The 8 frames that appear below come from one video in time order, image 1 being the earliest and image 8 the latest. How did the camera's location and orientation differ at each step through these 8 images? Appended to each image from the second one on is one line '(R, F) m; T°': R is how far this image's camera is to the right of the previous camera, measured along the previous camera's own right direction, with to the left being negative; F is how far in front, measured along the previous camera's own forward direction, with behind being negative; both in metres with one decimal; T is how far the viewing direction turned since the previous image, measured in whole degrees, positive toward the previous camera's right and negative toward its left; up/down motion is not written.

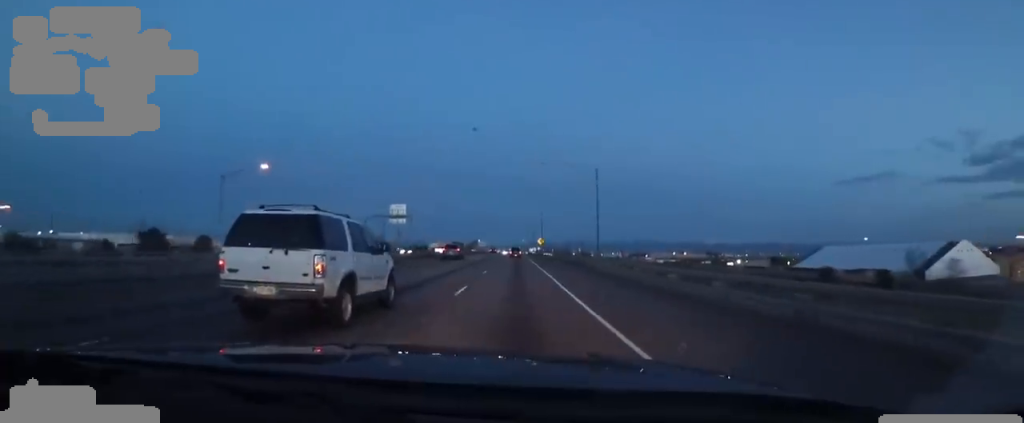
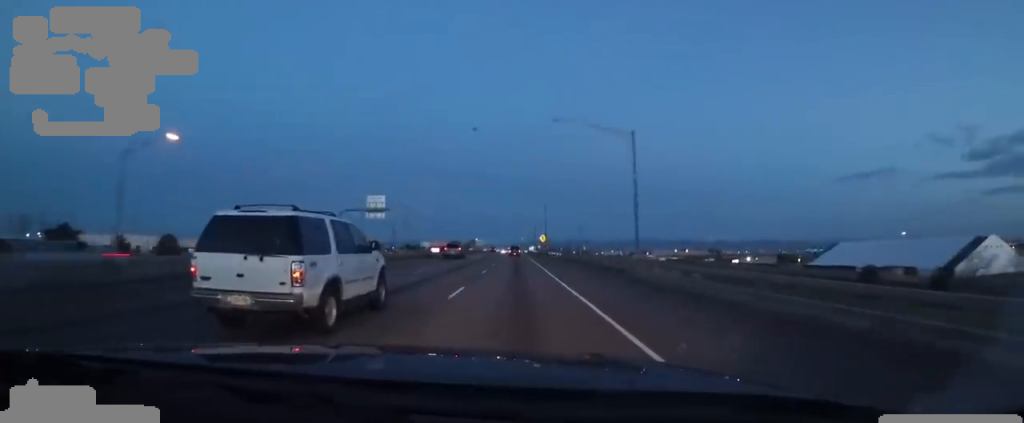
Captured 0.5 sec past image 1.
(0.0, +13.1) m; 0°
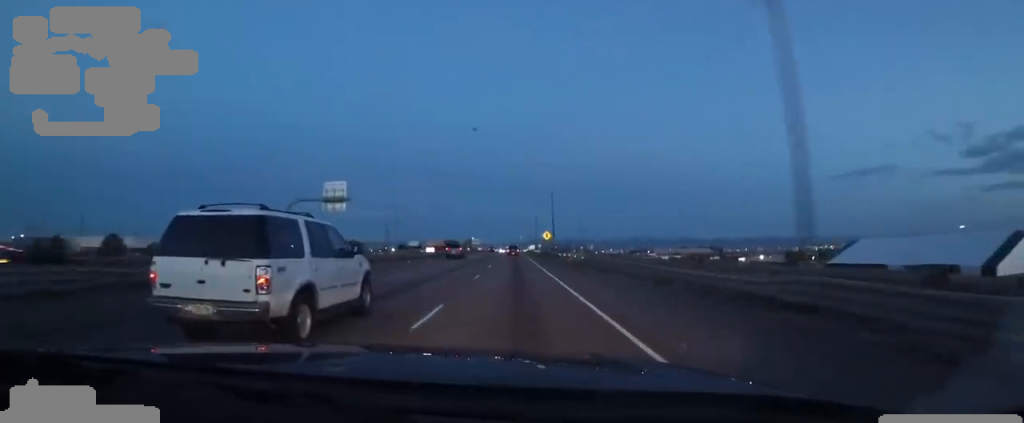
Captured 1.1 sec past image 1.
(0.0, +16.4) m; 0°
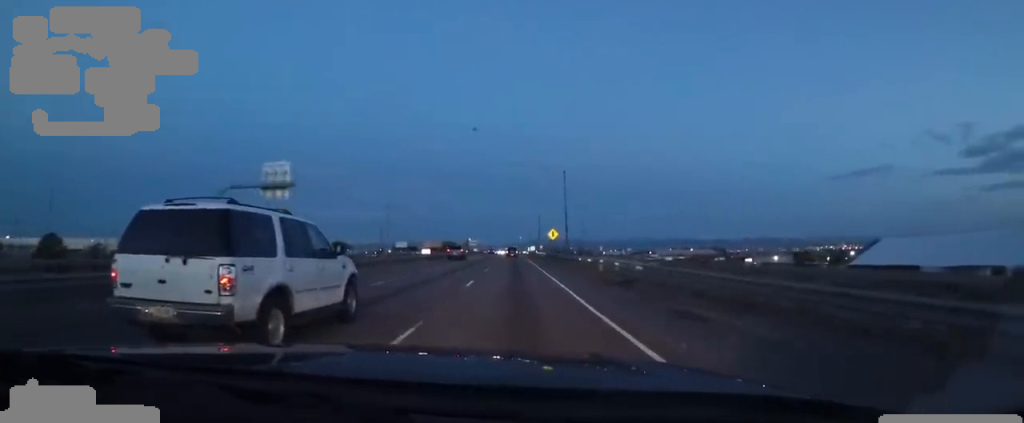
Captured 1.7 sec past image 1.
(0.0, +15.0) m; 0°
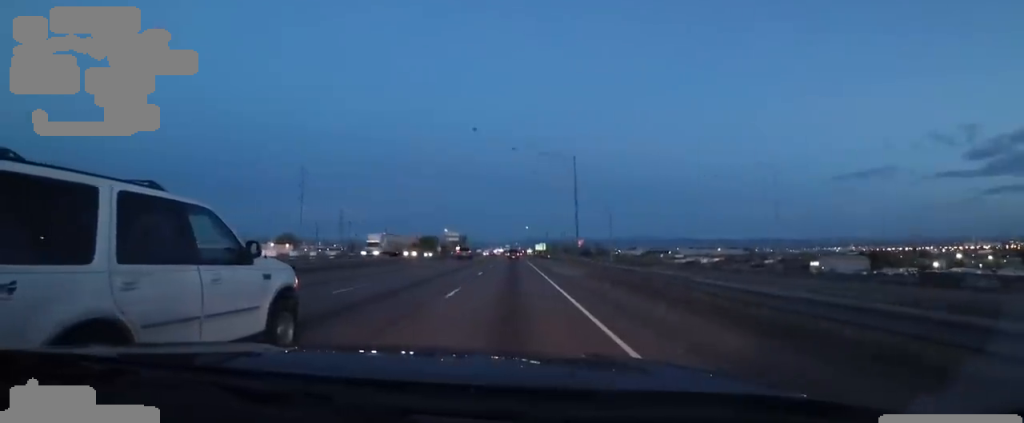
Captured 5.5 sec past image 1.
(0.0, +101.1) m; 0°
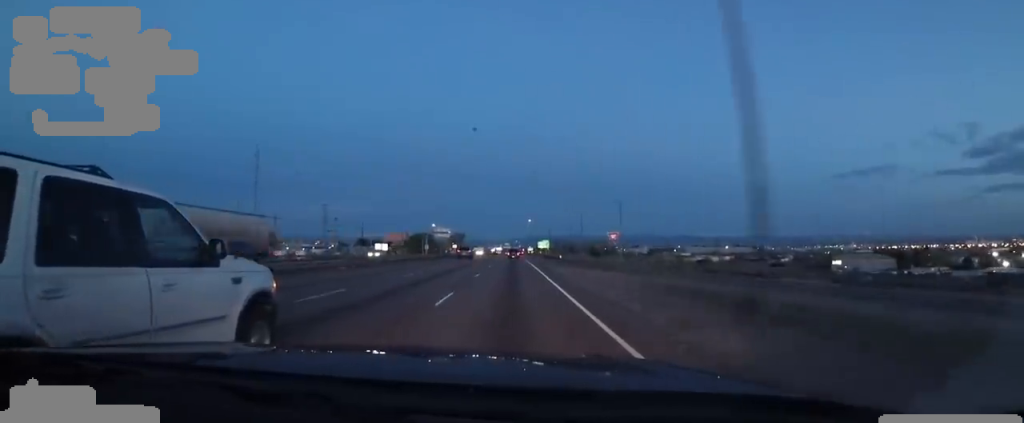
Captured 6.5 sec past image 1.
(0.0, +26.4) m; 0°
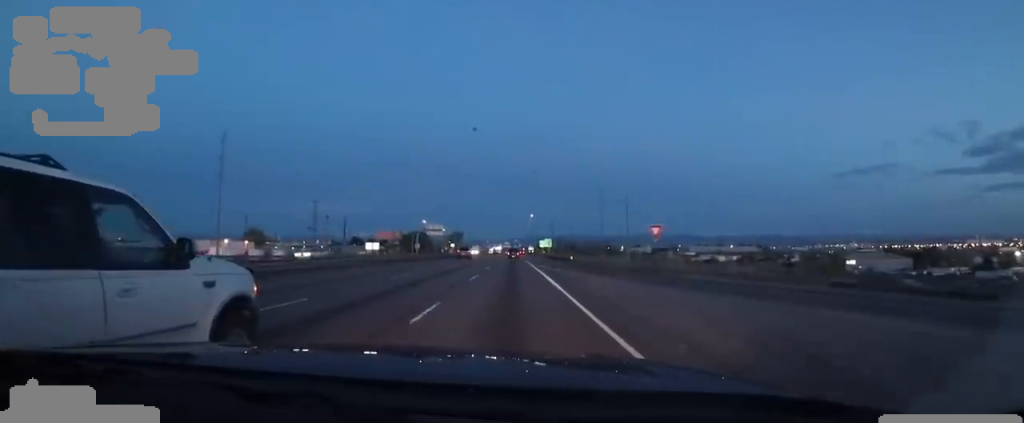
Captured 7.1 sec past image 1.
(0.0, +15.0) m; 0°
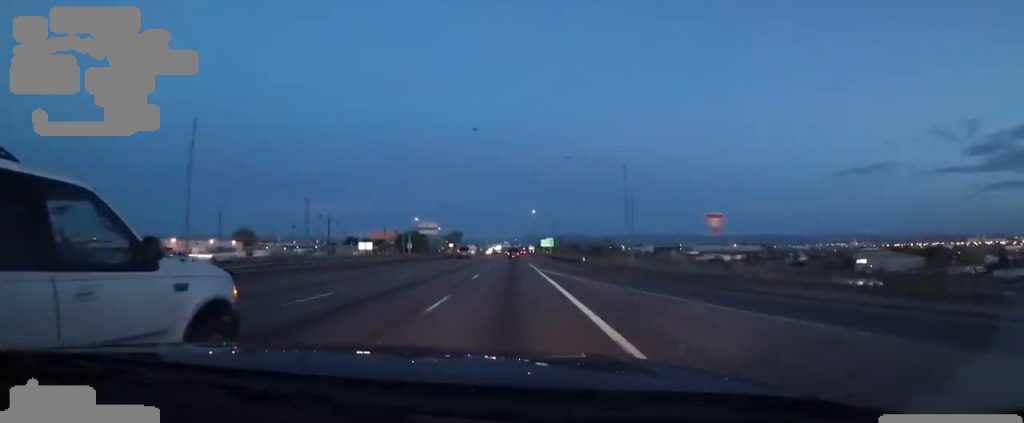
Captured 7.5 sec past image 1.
(0.0, +10.6) m; 0°
